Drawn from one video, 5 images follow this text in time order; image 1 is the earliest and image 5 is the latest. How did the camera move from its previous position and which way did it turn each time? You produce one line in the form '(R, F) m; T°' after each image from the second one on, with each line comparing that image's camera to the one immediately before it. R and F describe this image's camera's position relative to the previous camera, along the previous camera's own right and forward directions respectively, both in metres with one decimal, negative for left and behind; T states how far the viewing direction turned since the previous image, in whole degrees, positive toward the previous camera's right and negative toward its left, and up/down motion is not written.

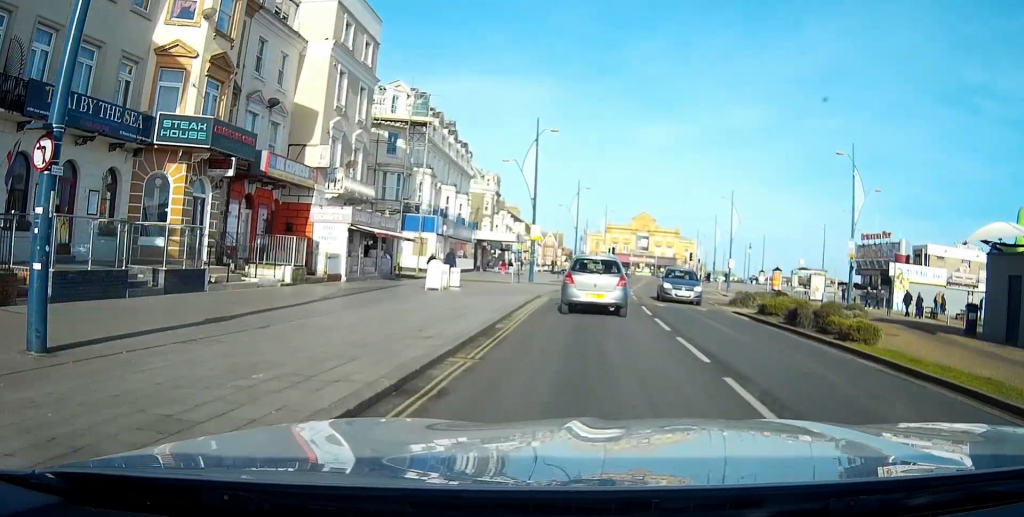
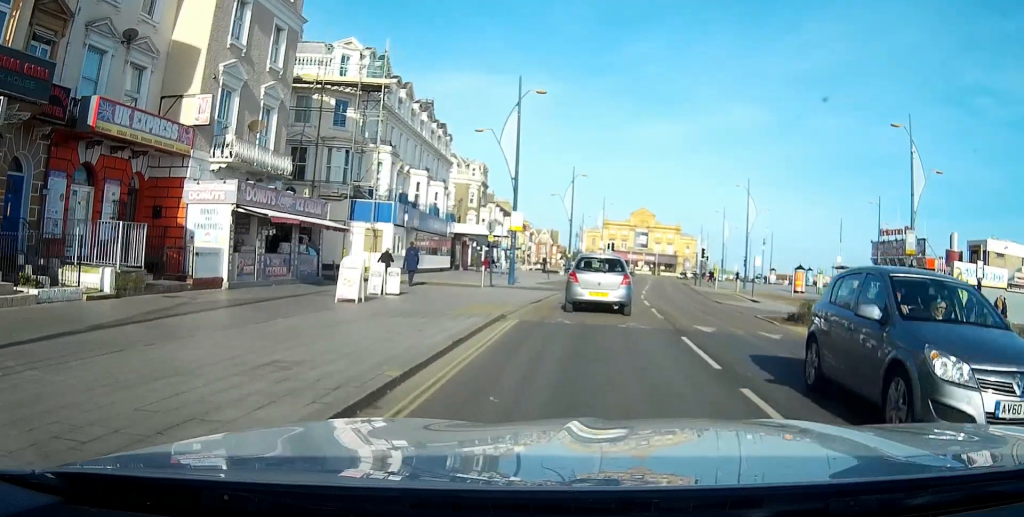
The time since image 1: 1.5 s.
(0.0, +10.8) m; +1°
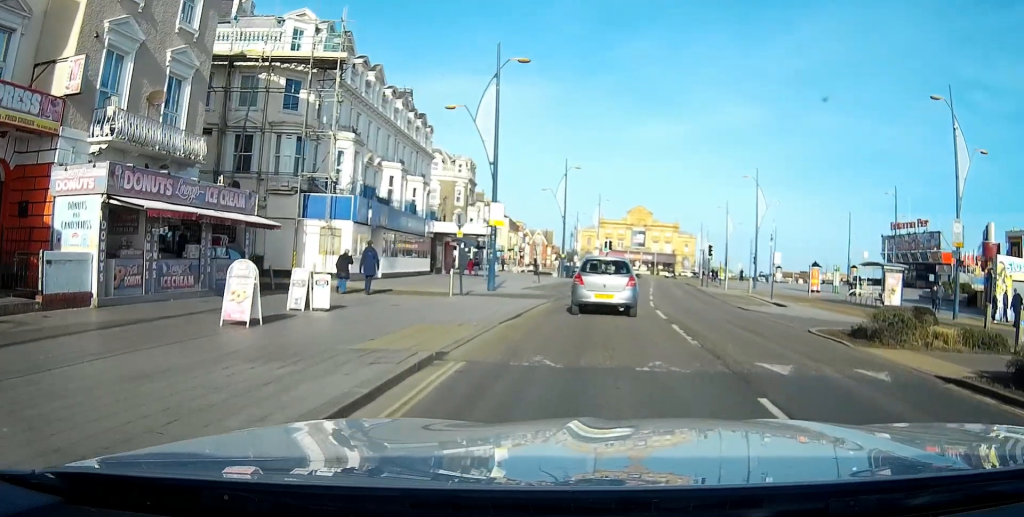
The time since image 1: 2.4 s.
(+0.1, +6.6) m; 0°
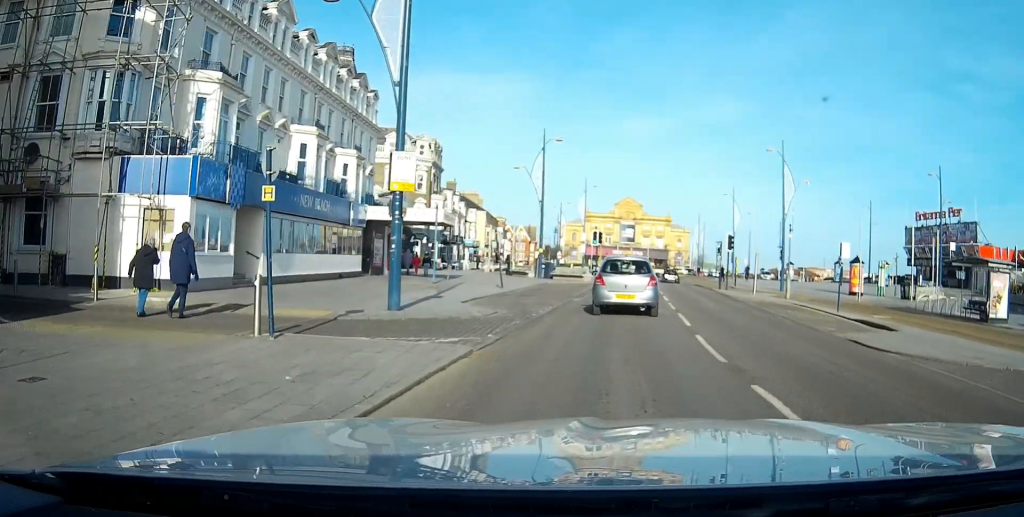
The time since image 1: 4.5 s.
(-0.1, +14.8) m; +1°
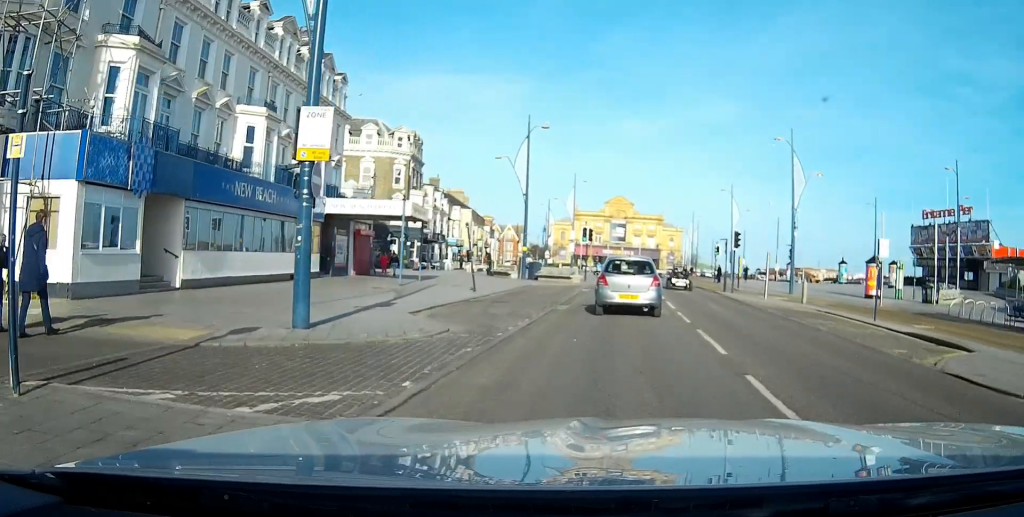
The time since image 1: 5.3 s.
(0.0, +5.4) m; +1°
